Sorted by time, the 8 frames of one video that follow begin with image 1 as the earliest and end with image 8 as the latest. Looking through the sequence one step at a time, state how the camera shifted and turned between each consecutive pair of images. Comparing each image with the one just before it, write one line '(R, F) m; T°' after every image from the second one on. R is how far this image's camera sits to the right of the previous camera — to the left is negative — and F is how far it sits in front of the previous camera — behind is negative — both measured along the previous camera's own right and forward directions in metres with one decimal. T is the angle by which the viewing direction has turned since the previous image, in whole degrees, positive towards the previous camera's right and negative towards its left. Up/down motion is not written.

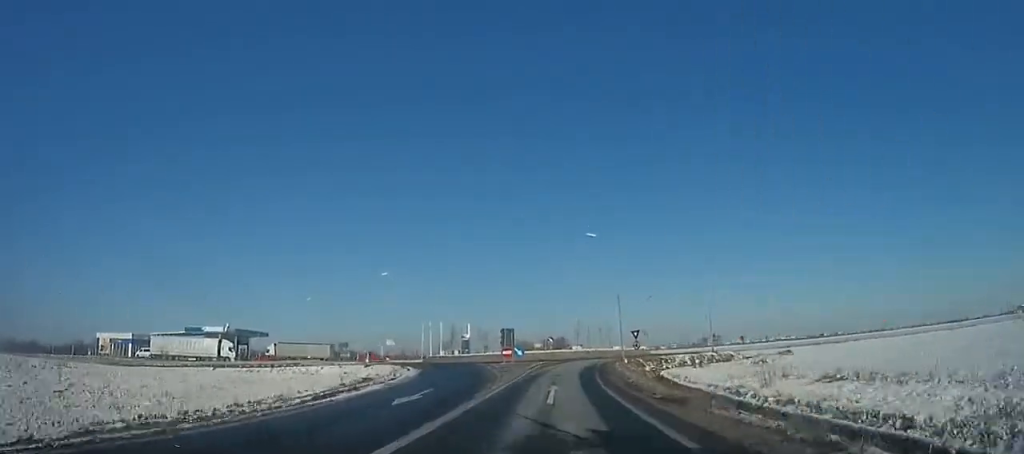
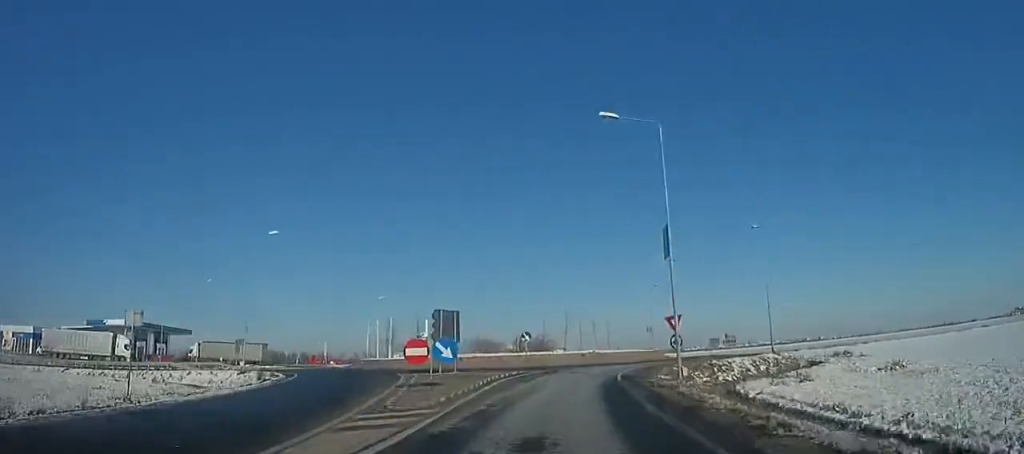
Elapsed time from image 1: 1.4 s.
(+0.1, +19.3) m; 0°
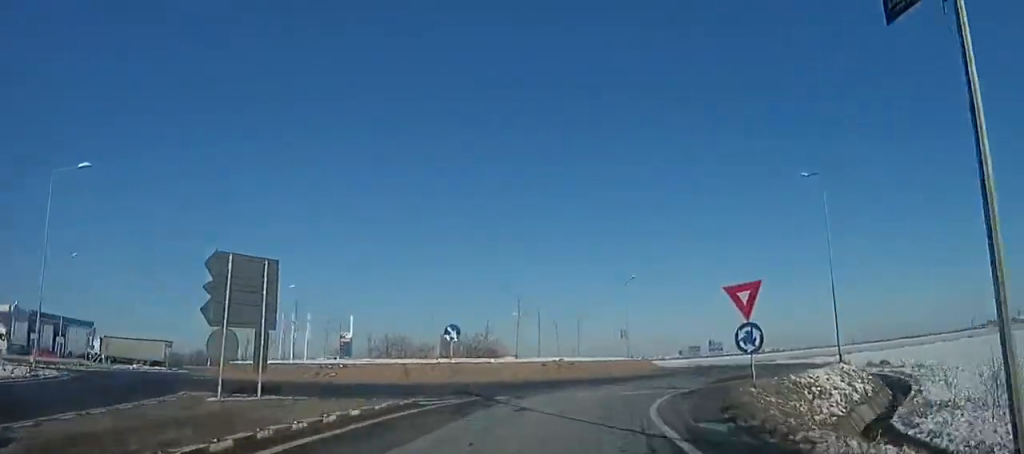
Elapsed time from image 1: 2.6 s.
(-0.1, +19.5) m; +3°
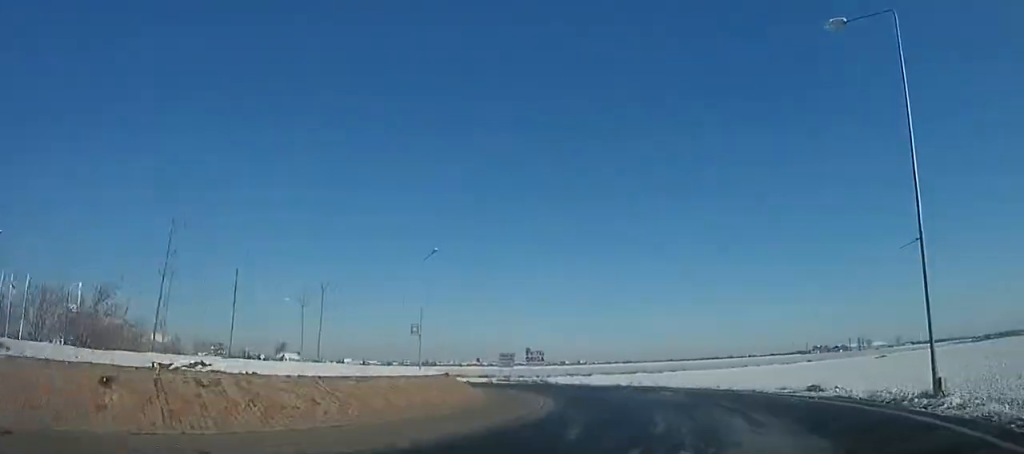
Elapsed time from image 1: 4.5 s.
(+1.5, +26.6) m; +9°
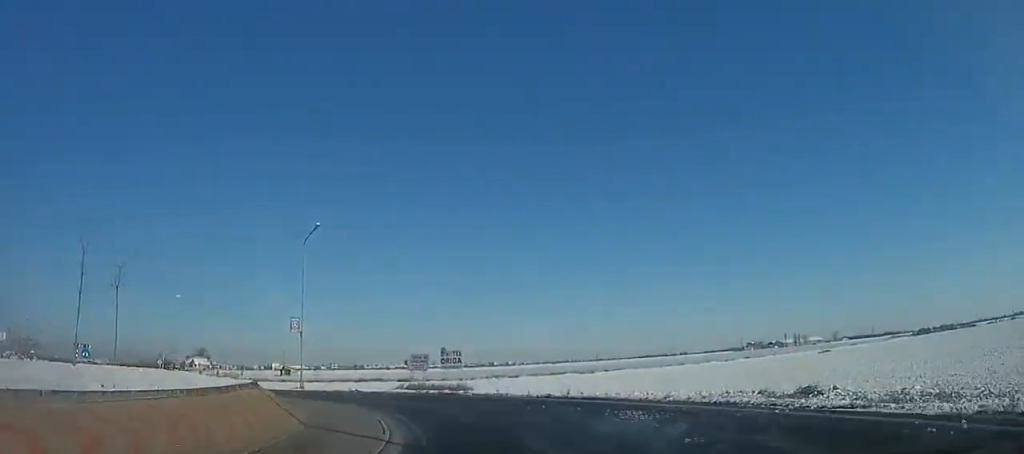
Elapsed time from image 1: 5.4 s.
(+0.3, +12.7) m; +6°
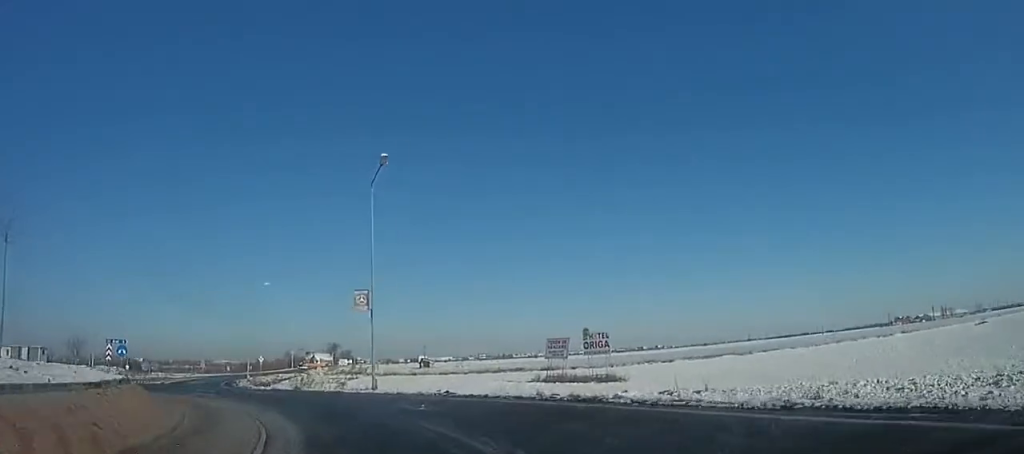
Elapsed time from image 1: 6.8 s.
(+1.6, +14.1) m; -3°
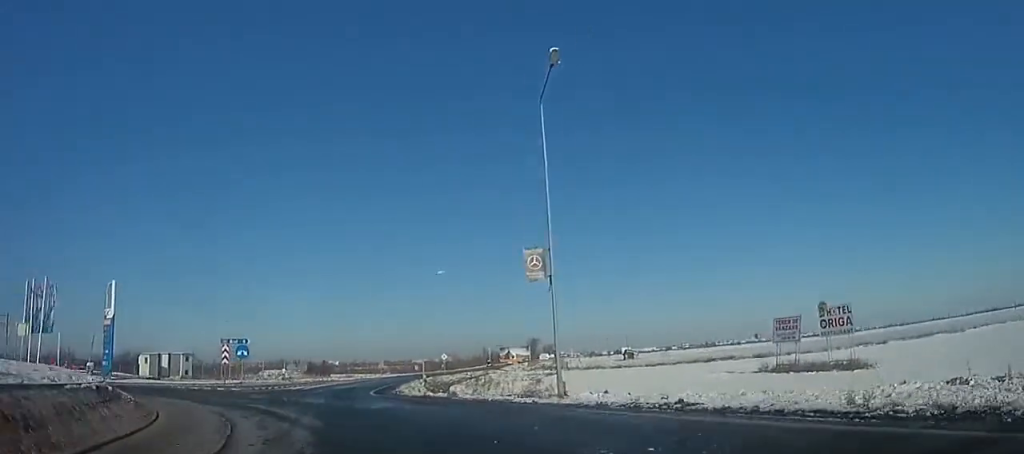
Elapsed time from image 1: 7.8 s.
(+0.3, +10.4) m; -7°
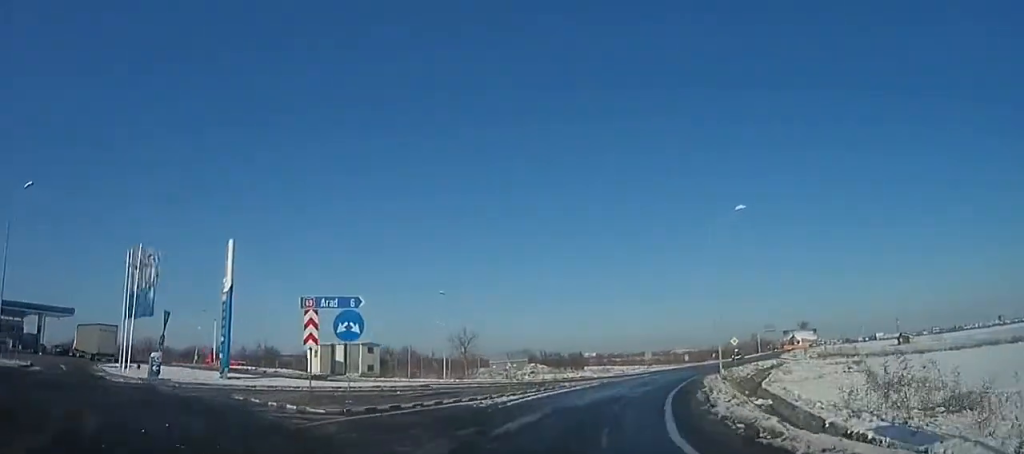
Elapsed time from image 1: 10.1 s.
(-5.5, +18.1) m; -26°
